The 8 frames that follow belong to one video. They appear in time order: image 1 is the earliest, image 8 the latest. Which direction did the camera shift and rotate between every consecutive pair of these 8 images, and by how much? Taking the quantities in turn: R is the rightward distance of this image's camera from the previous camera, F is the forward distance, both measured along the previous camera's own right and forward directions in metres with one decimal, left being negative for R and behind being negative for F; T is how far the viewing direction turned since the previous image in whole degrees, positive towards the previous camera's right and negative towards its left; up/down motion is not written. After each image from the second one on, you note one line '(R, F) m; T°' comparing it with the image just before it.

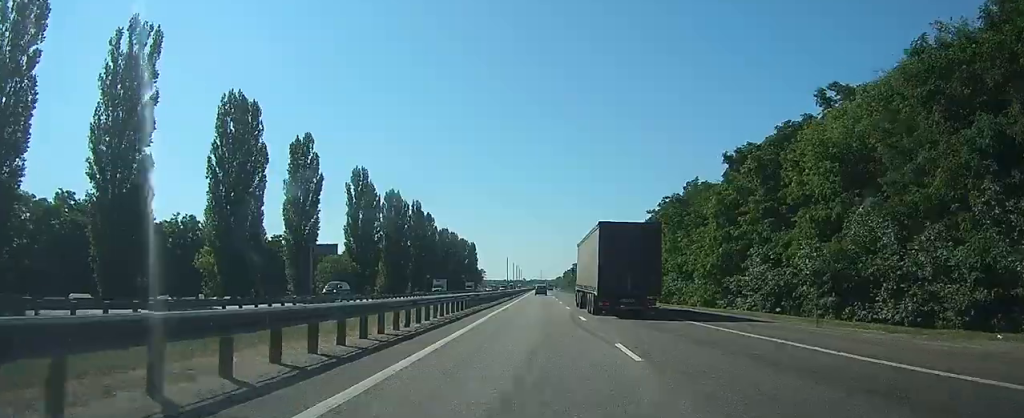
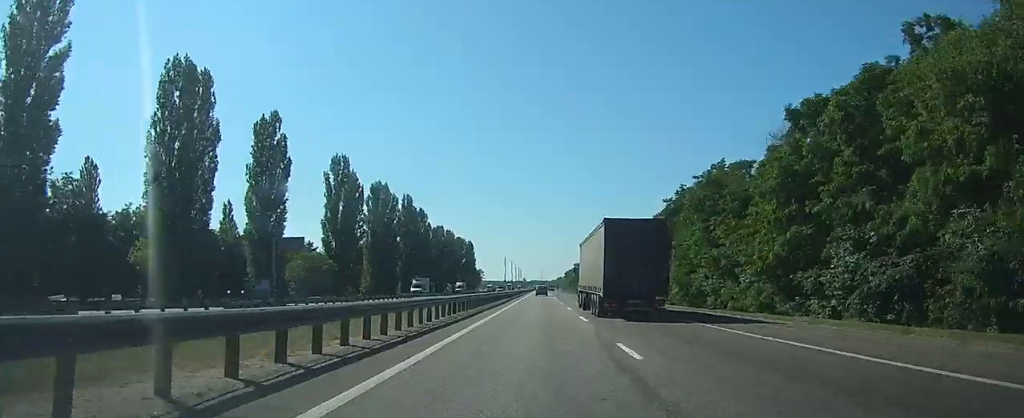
(0.0, +11.9) m; 0°
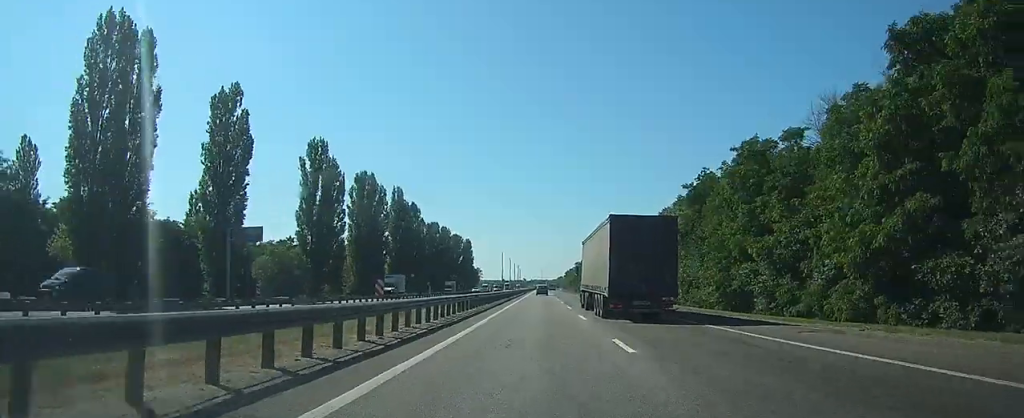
(0.0, +11.0) m; 0°
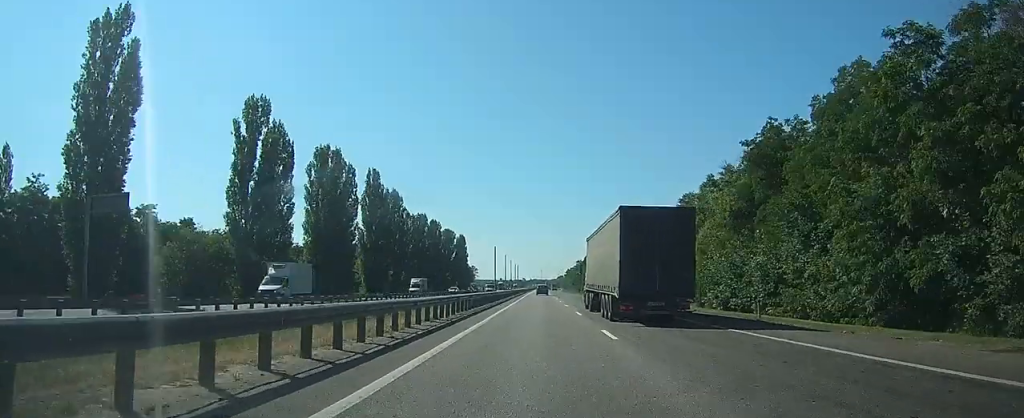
(0.0, +21.1) m; 0°
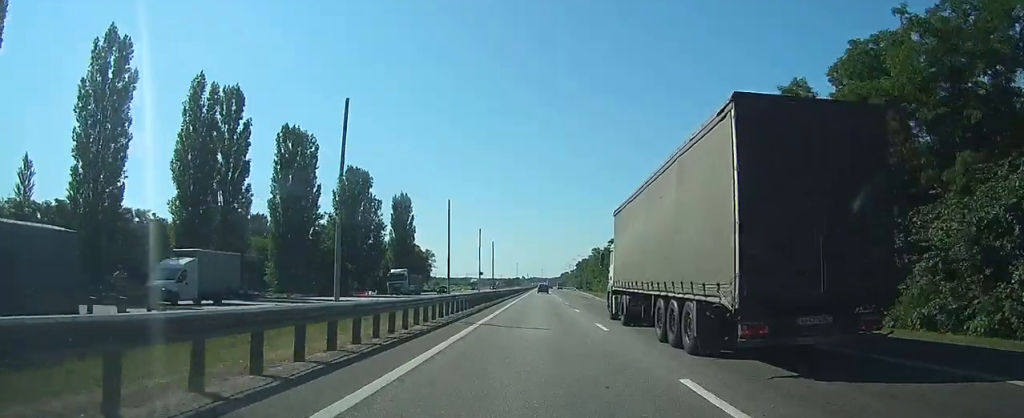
(+0.5, +118.8) m; 0°
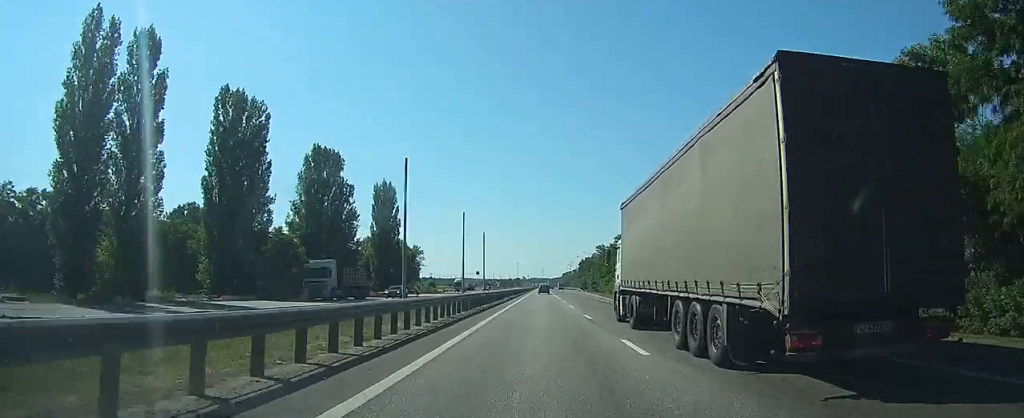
(0.0, +18.1) m; 0°
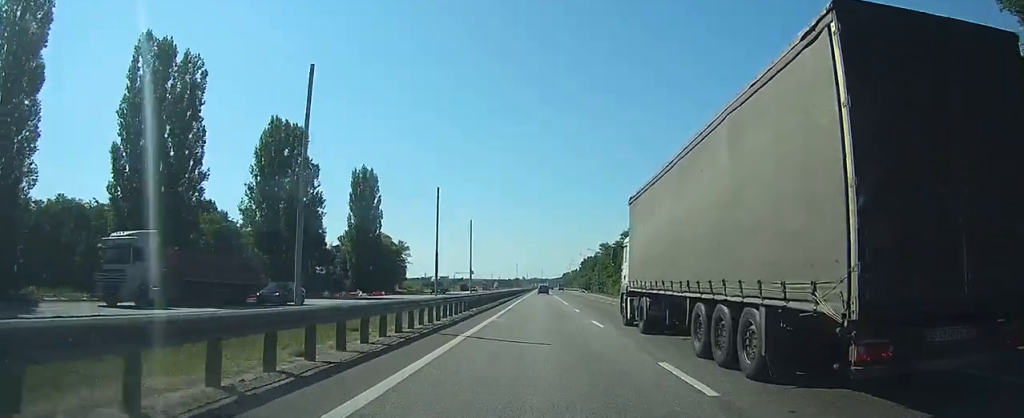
(0.0, +16.2) m; 0°
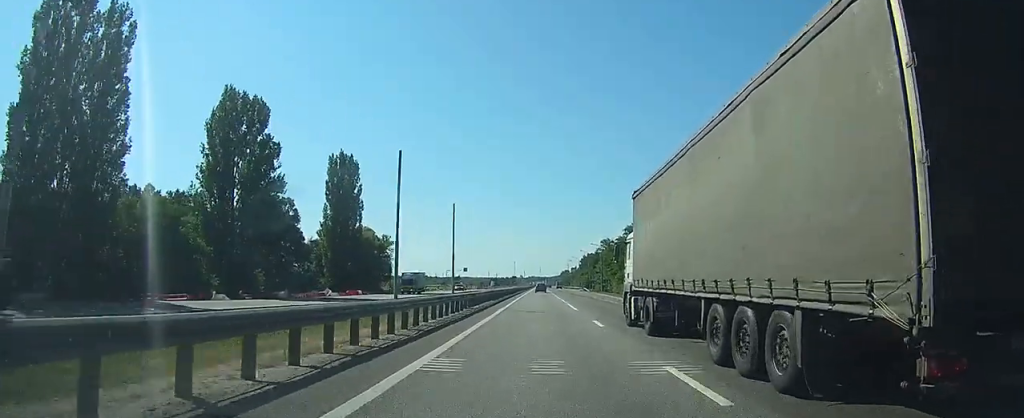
(0.0, +12.6) m; 0°
